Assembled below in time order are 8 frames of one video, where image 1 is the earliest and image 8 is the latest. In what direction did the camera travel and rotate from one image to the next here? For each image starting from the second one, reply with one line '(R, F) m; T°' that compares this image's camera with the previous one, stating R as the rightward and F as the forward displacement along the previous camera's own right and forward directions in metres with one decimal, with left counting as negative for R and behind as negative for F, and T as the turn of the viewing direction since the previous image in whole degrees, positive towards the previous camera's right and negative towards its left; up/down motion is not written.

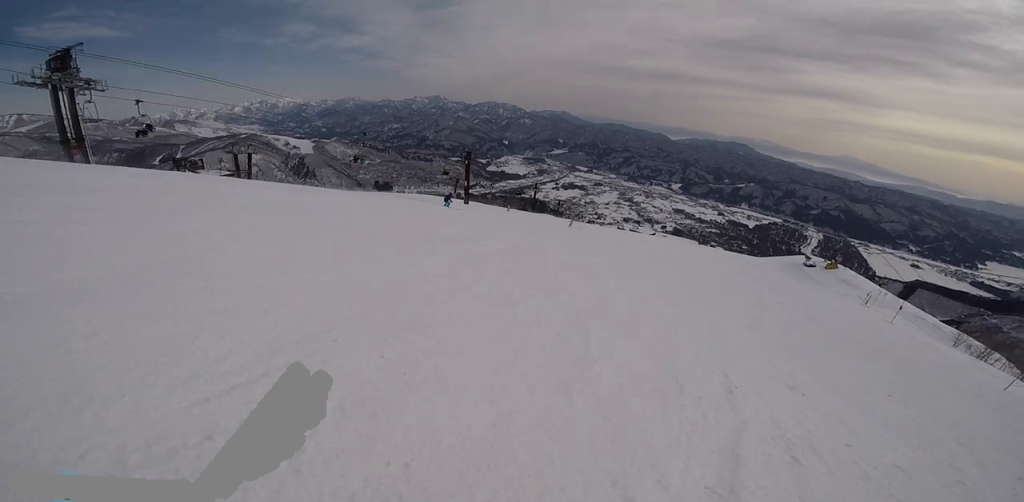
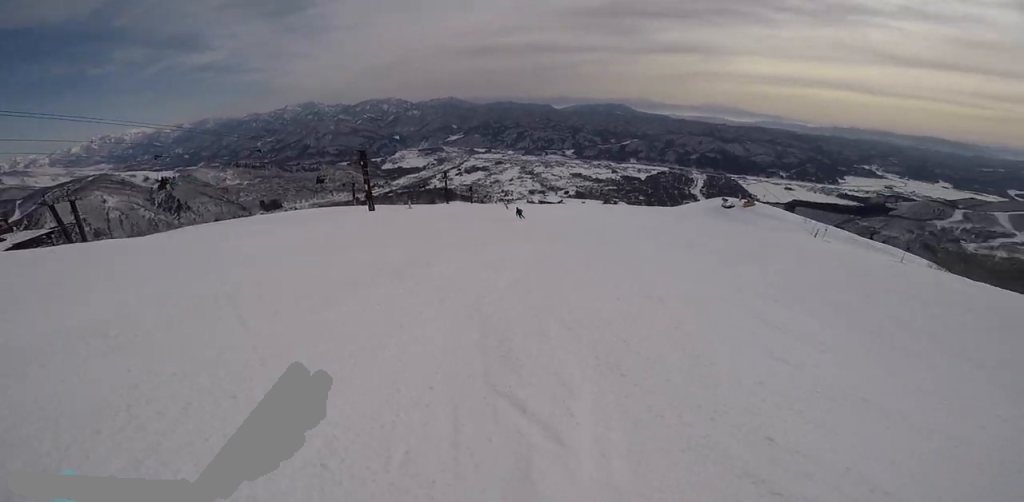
(-0.6, +7.0) m; +31°
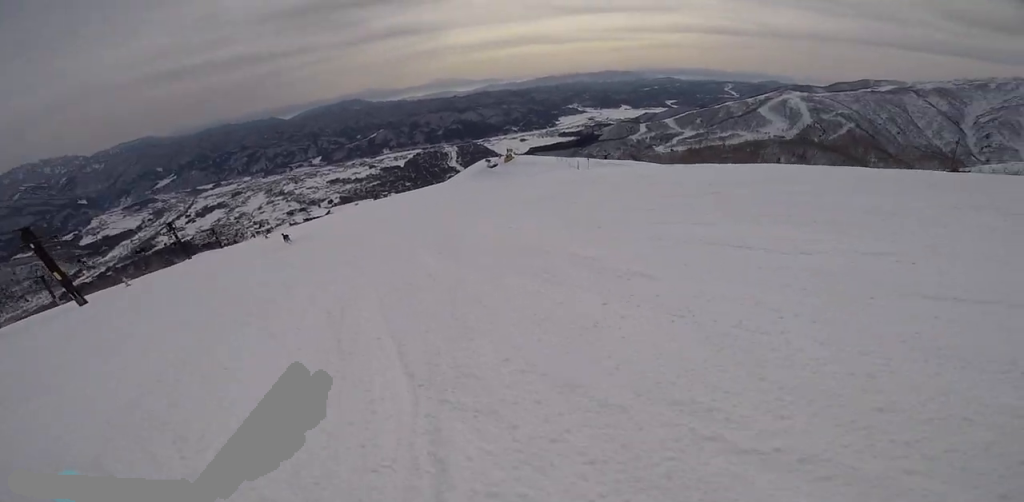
(+1.3, +3.2) m; +29°
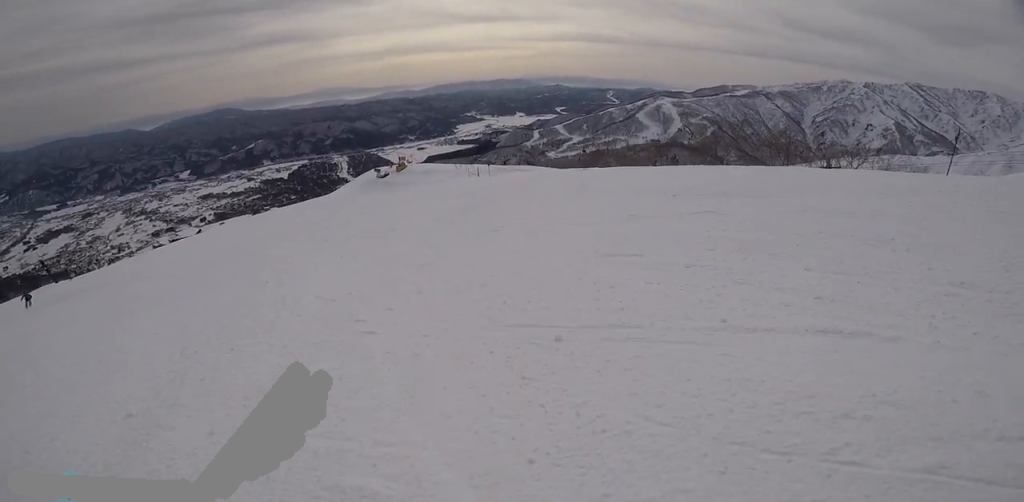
(+1.1, +5.5) m; +10°
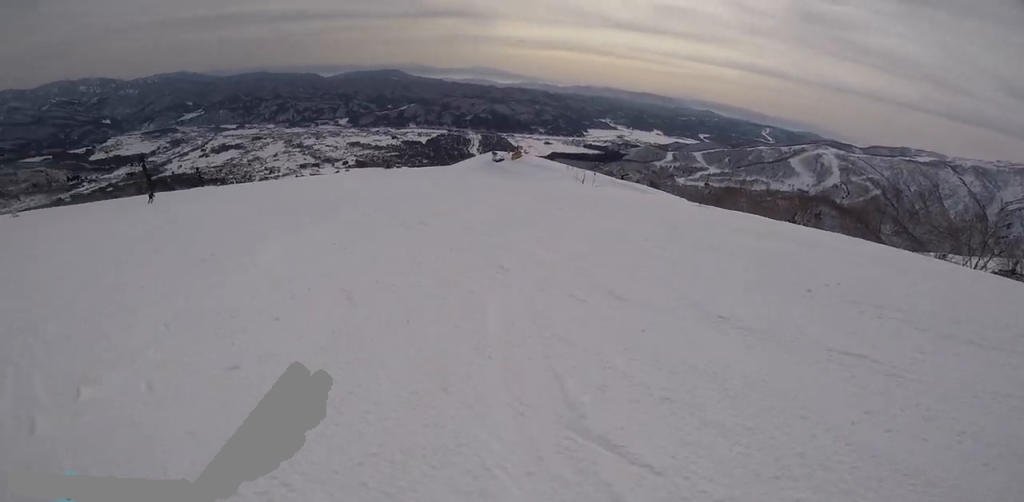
(-0.2, +3.4) m; -21°
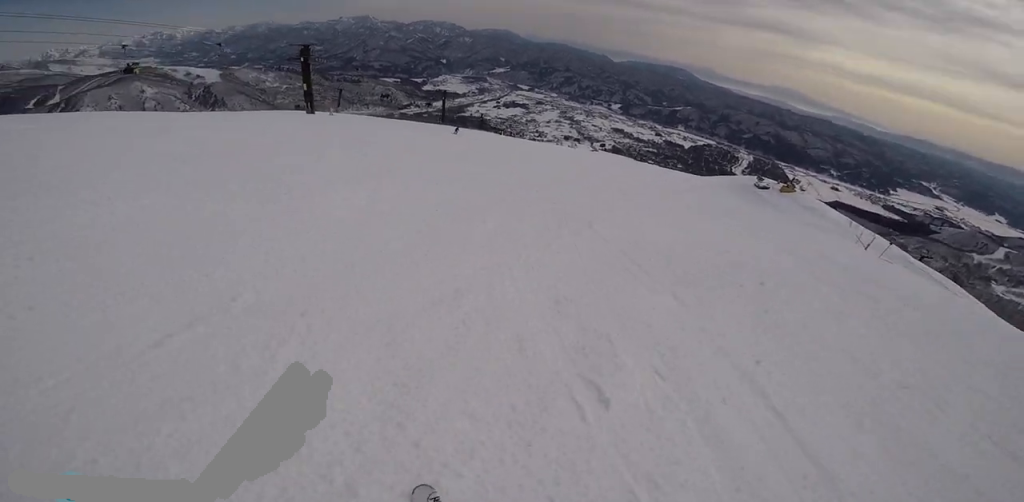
(-1.0, +3.3) m; -35°
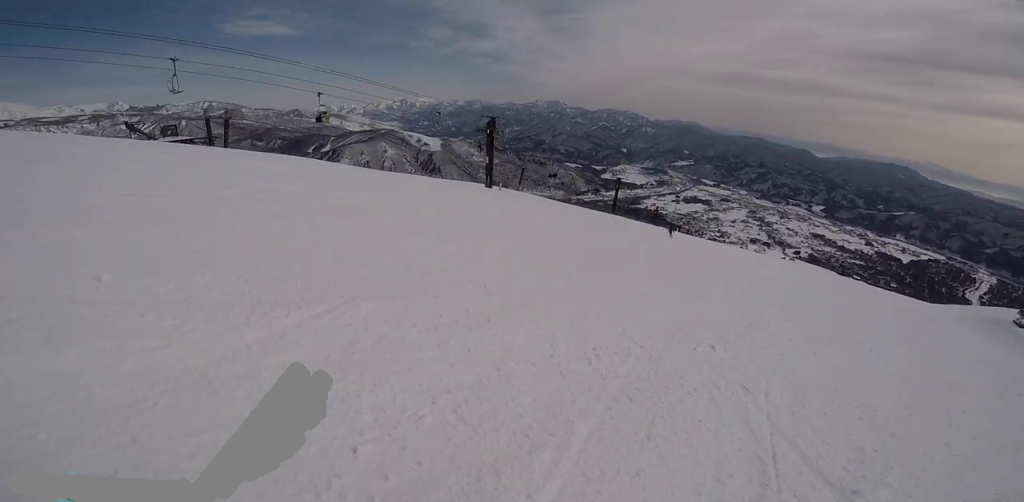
(-1.6, +3.7) m; -15°
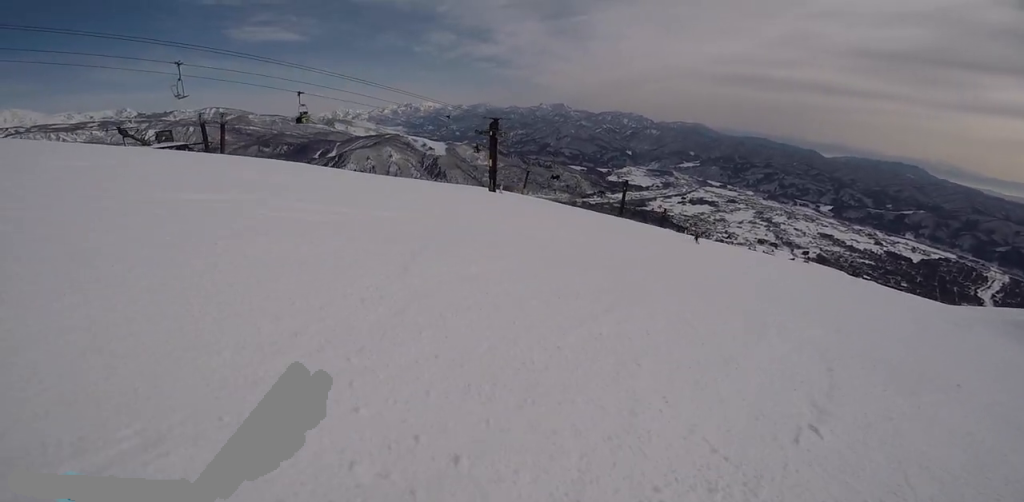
(-0.4, +1.8) m; +3°
